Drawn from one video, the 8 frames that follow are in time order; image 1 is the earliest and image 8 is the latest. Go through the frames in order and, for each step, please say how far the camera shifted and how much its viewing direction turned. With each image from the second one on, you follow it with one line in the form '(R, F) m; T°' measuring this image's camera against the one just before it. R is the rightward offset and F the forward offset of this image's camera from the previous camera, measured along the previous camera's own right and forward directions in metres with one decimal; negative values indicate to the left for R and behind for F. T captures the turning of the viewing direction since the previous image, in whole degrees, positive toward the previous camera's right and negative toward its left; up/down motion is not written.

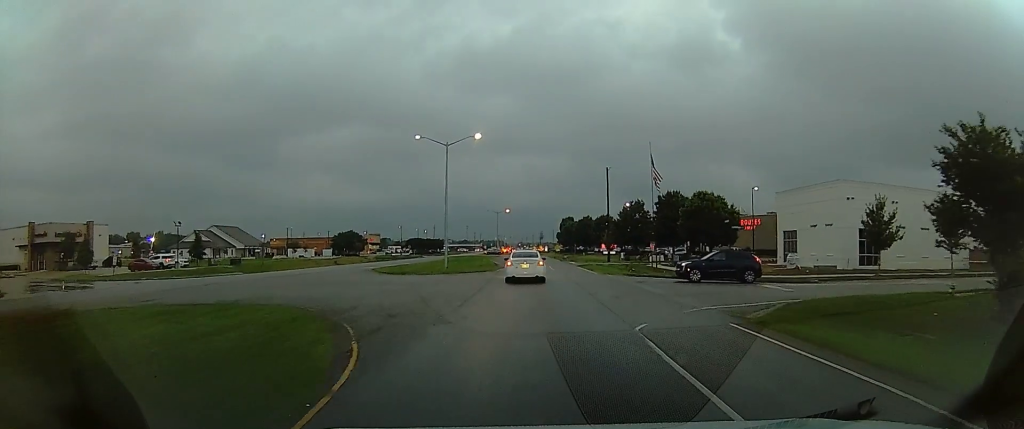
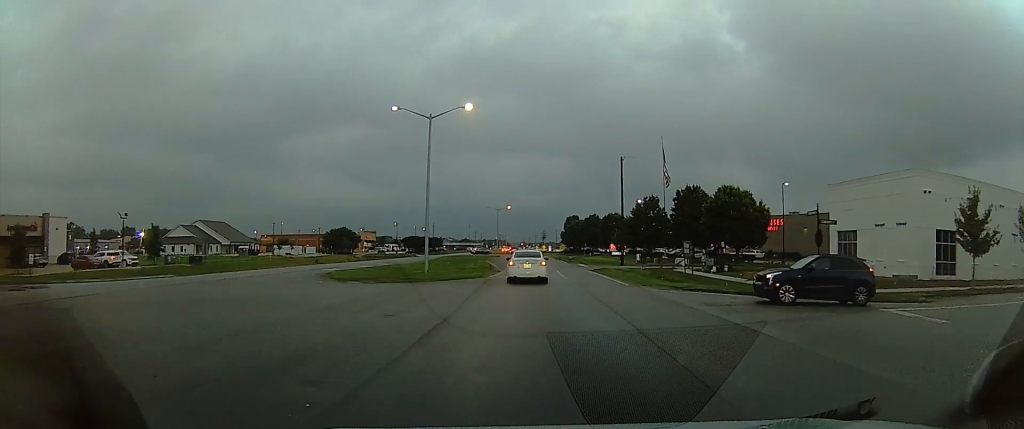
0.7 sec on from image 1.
(0.0, +10.5) m; 0°
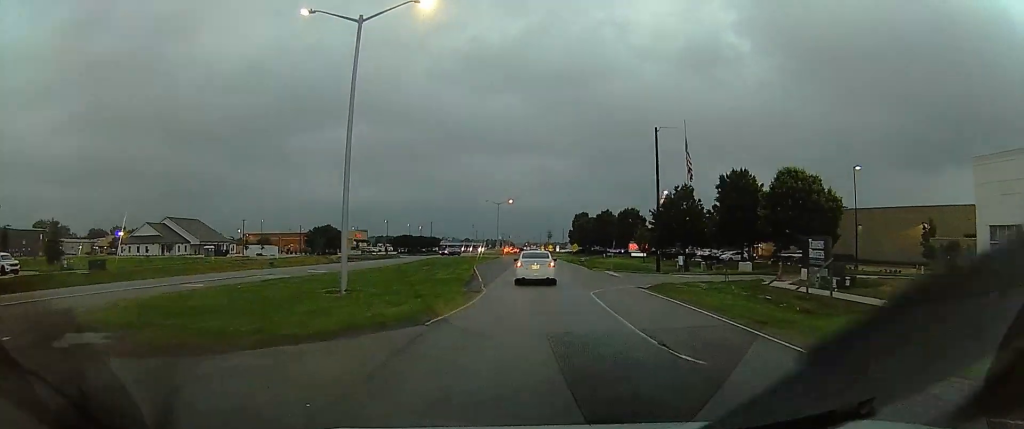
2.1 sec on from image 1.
(0.0, +19.0) m; 0°
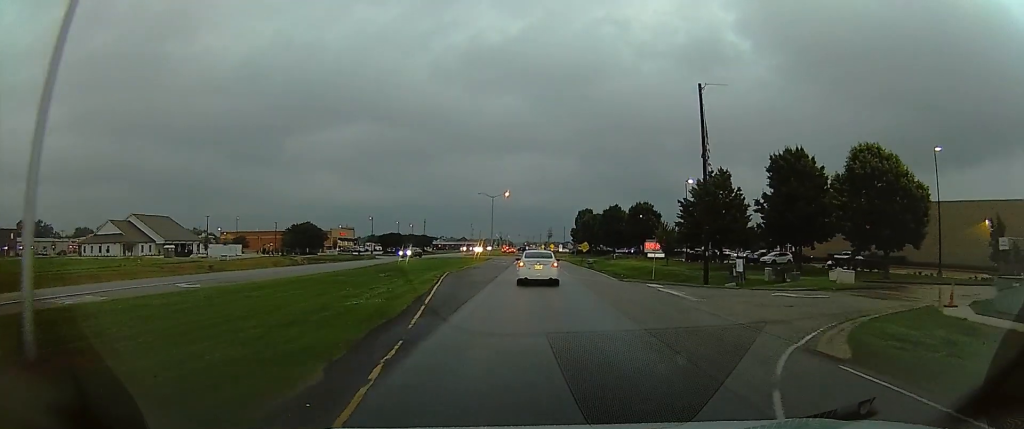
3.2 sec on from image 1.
(0.0, +15.9) m; 0°
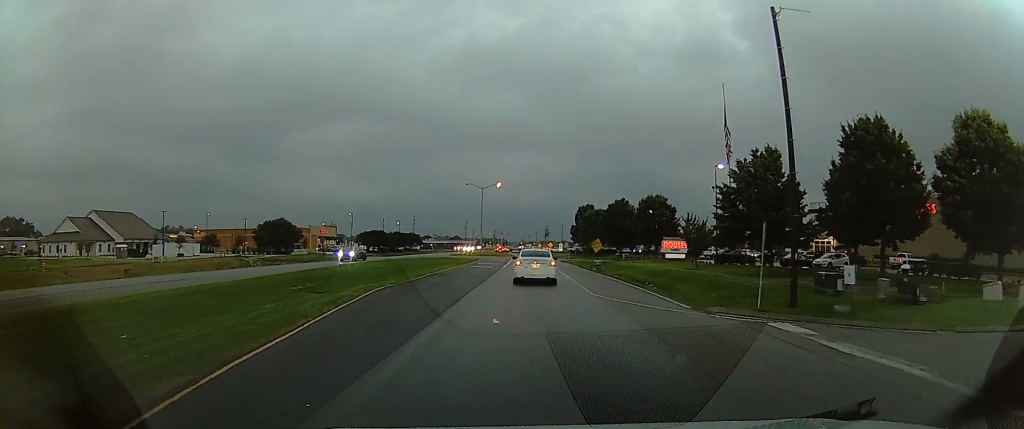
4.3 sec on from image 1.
(0.0, +14.6) m; 0°
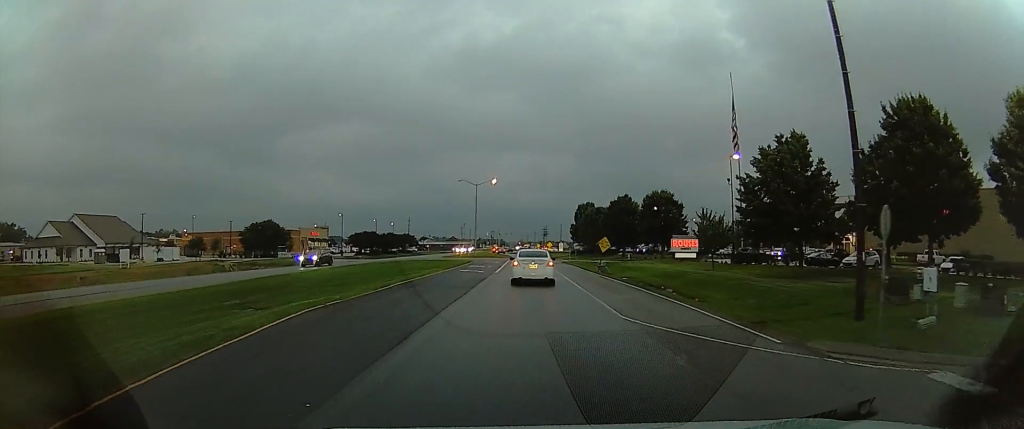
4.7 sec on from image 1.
(0.0, +6.3) m; 0°
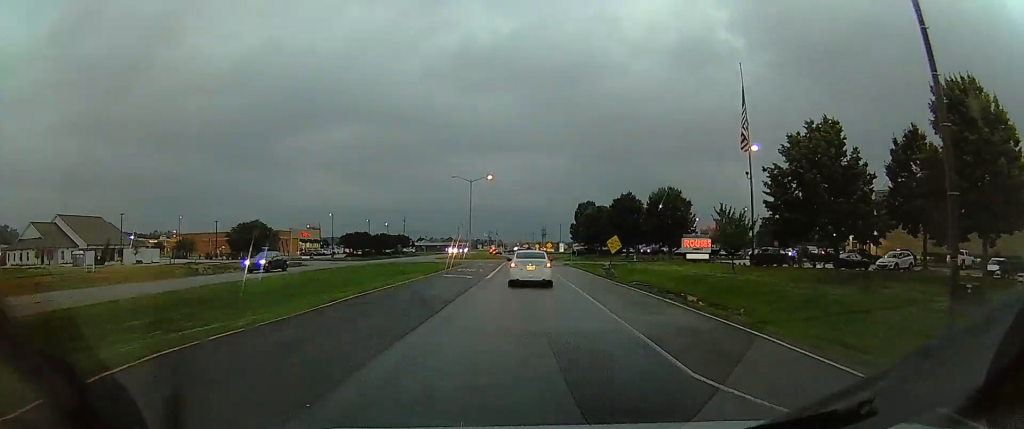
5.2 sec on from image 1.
(0.0, +5.8) m; 0°
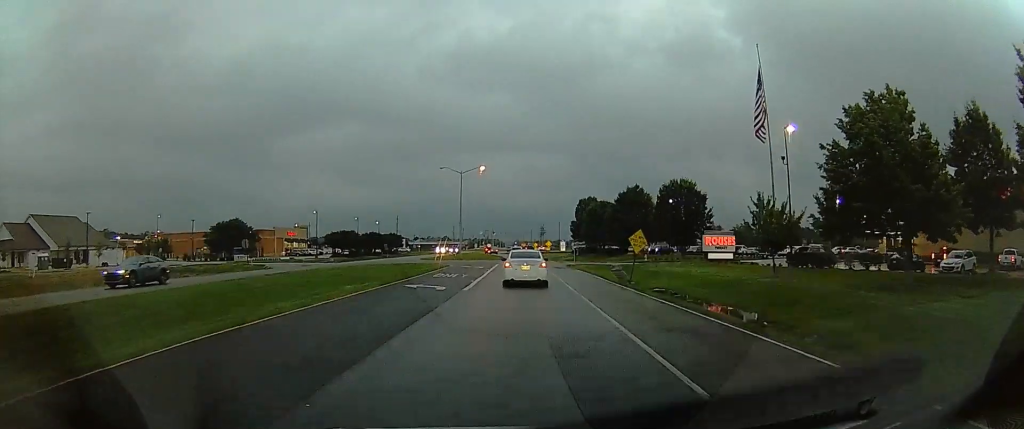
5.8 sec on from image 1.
(0.0, +9.0) m; 0°
